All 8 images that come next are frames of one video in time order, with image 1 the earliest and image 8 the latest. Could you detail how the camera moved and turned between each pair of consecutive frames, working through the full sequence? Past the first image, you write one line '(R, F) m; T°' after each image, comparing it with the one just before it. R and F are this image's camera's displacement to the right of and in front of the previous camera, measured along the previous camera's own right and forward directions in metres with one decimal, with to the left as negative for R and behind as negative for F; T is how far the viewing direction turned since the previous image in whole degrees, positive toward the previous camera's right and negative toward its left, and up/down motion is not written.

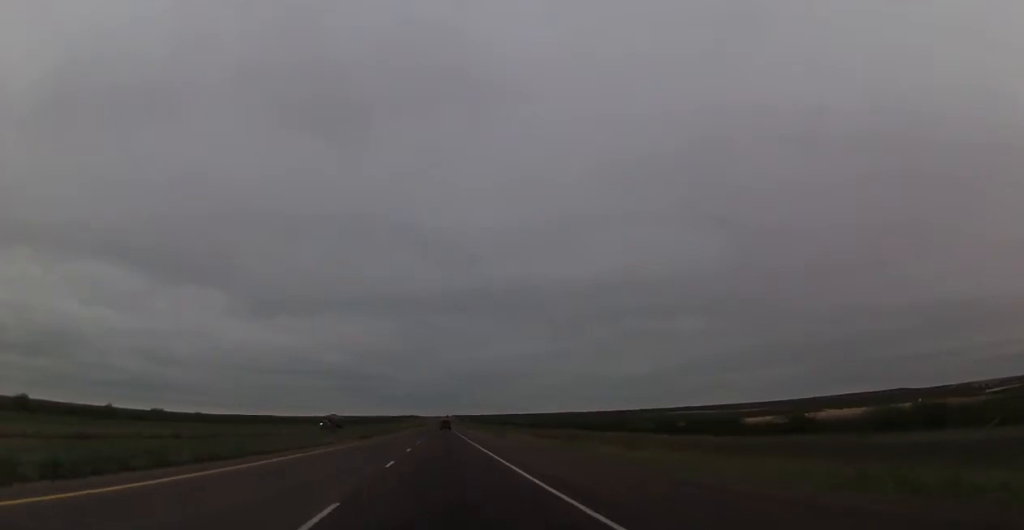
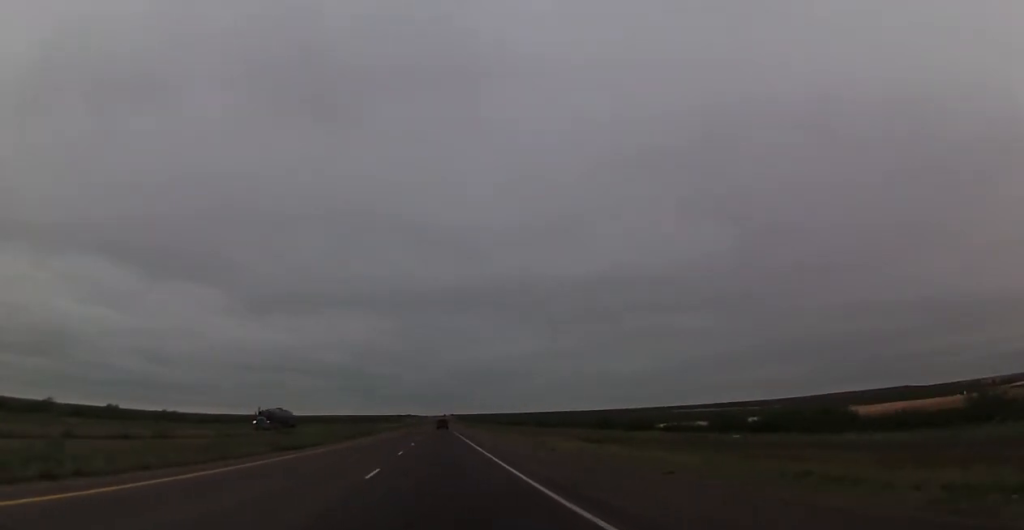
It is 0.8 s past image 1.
(0.0, +28.2) m; 0°
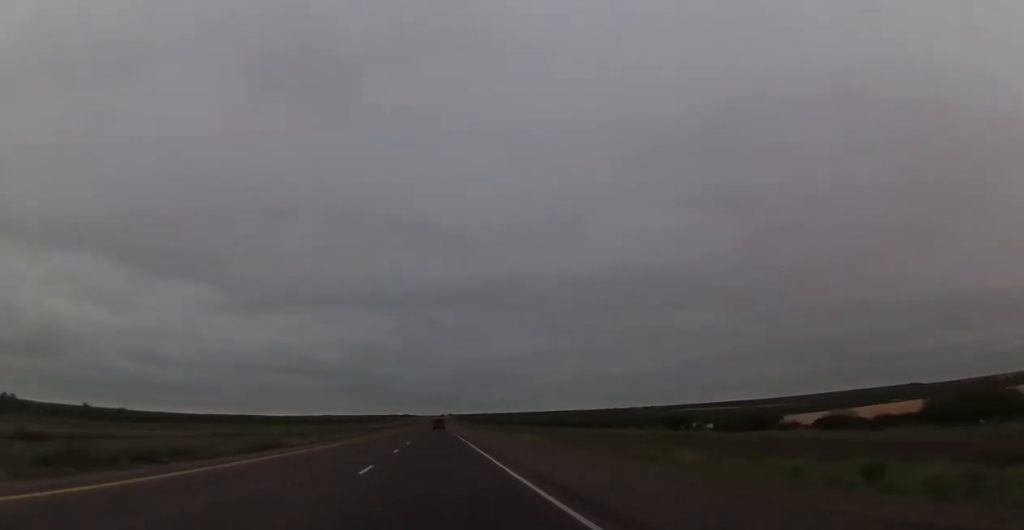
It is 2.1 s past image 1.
(+0.5, +47.7) m; +1°
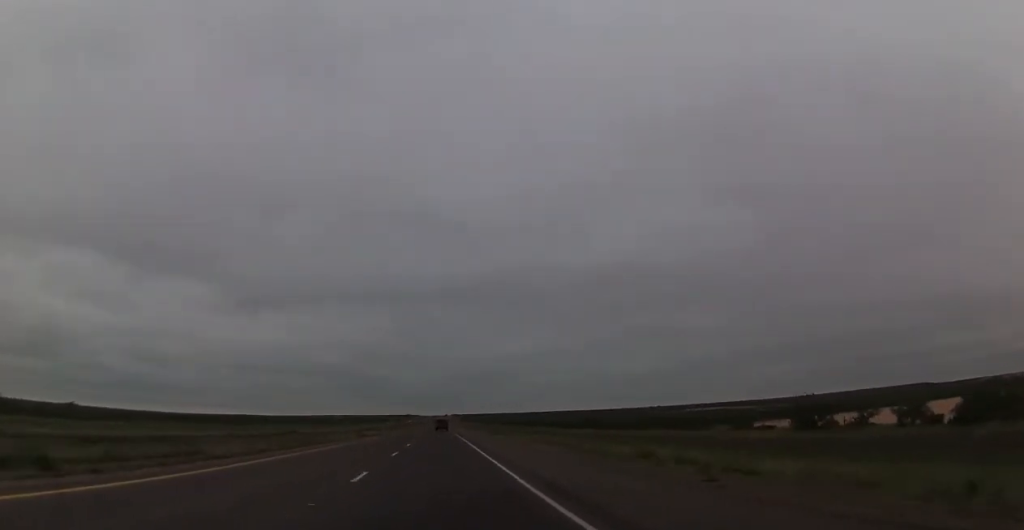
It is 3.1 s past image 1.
(0.0, +37.9) m; 0°
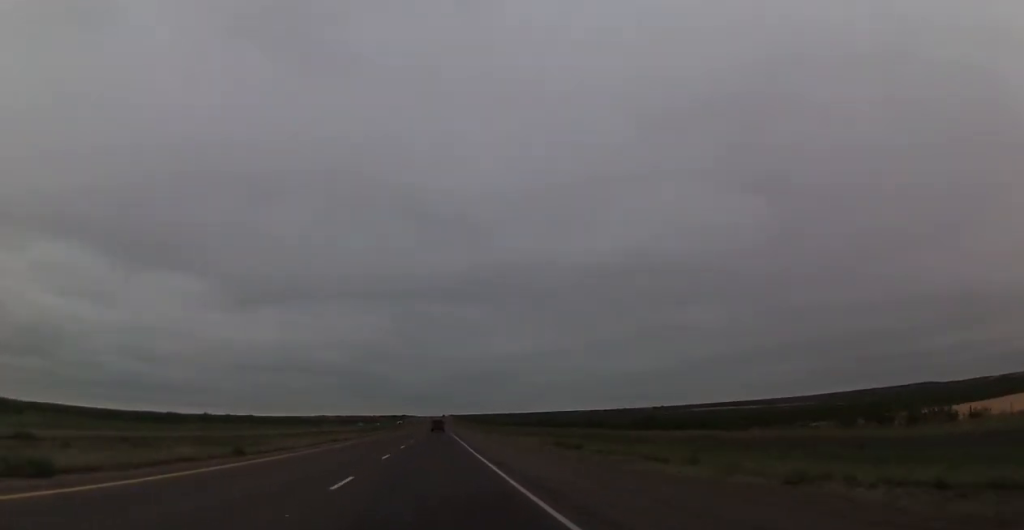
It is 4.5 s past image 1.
(-0.2, +50.0) m; 0°
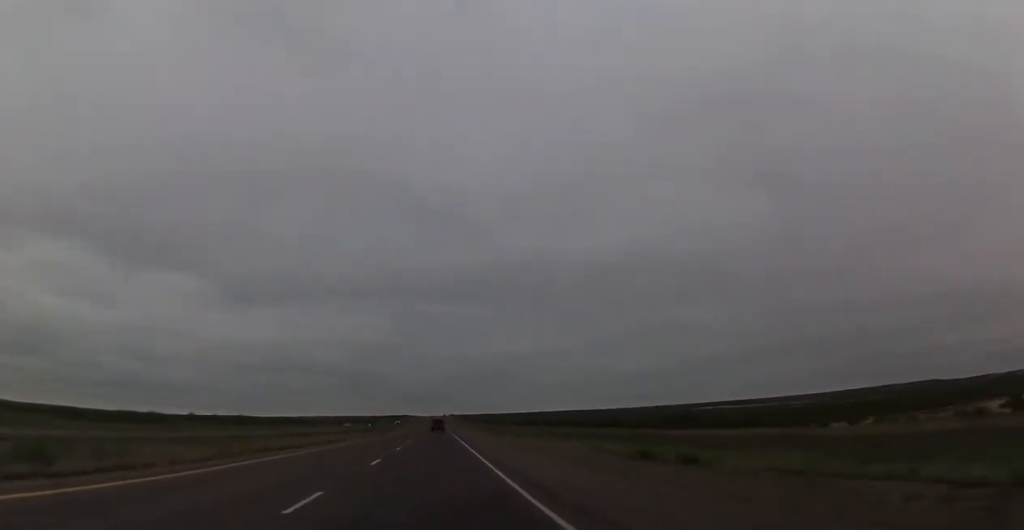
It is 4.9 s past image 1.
(+0.1, +15.9) m; 0°
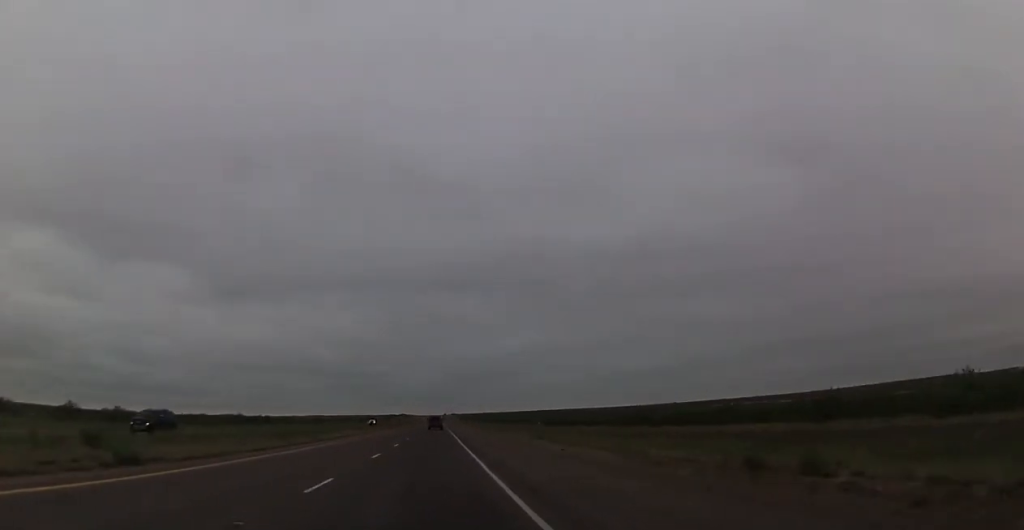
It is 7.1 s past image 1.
(+0.2, +81.9) m; 0°
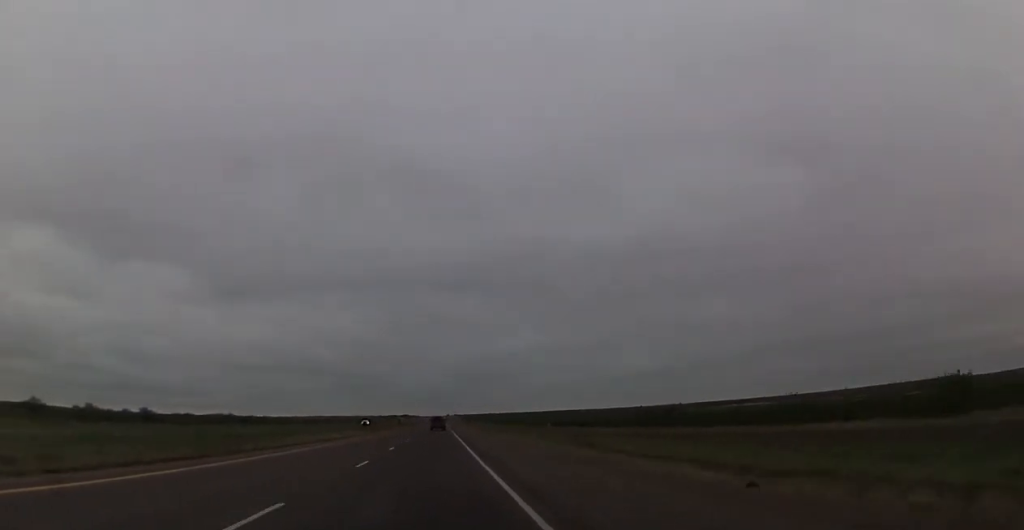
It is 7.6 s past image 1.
(0.0, +17.1) m; 0°
